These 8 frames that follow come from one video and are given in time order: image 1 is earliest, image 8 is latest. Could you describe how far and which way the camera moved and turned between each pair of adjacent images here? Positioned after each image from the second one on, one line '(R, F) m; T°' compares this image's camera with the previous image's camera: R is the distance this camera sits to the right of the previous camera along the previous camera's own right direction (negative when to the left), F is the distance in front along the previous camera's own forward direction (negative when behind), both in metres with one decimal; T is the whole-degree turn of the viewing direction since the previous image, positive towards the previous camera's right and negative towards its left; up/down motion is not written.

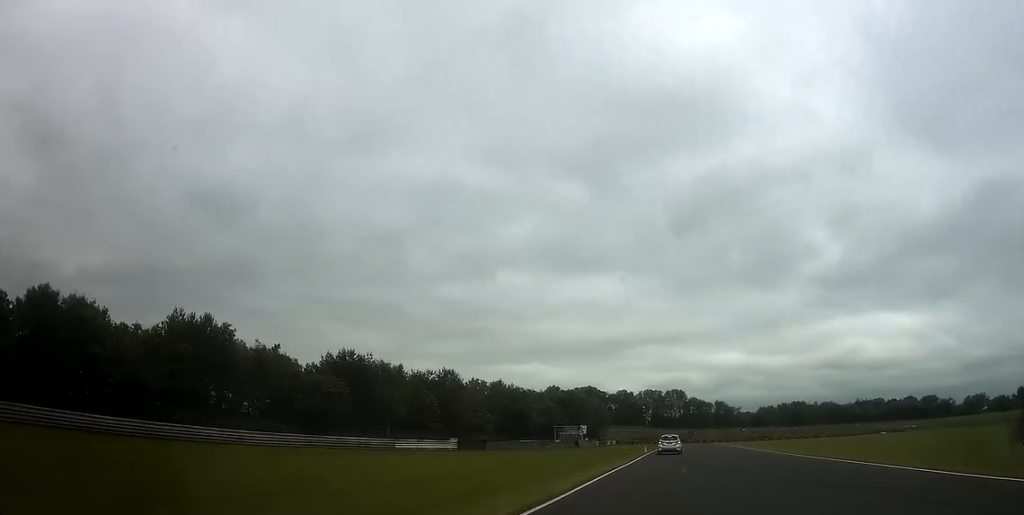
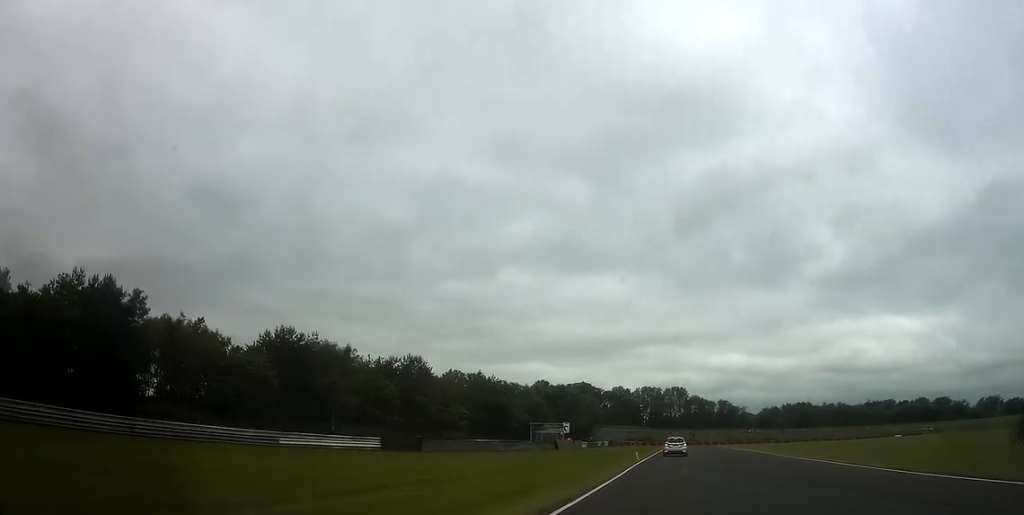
(+0.3, +14.9) m; 0°
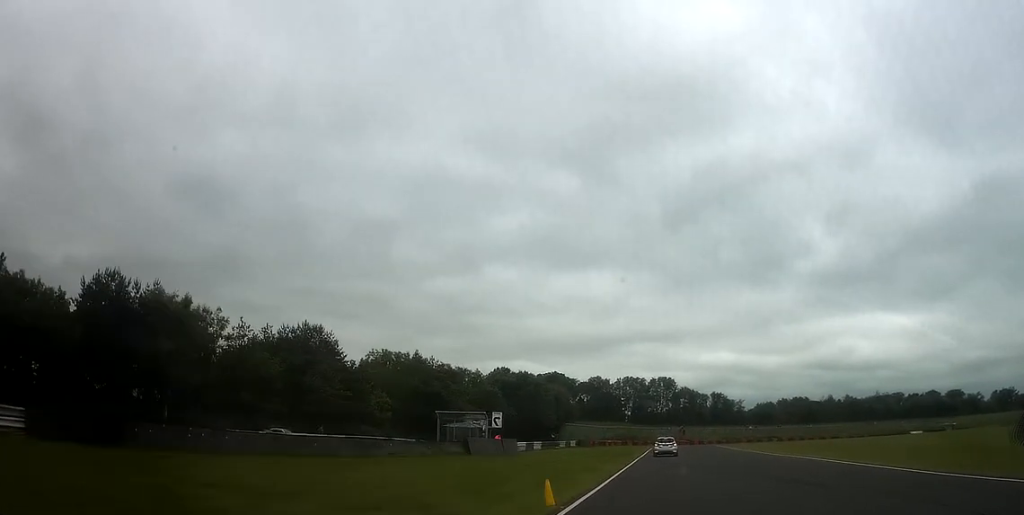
(-0.4, +26.1) m; -1°
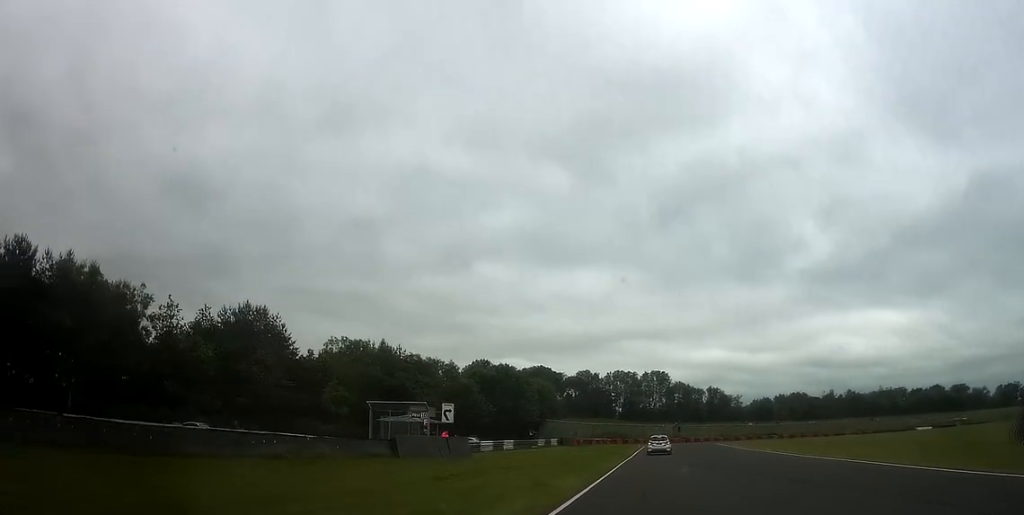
(0.0, +9.6) m; 0°
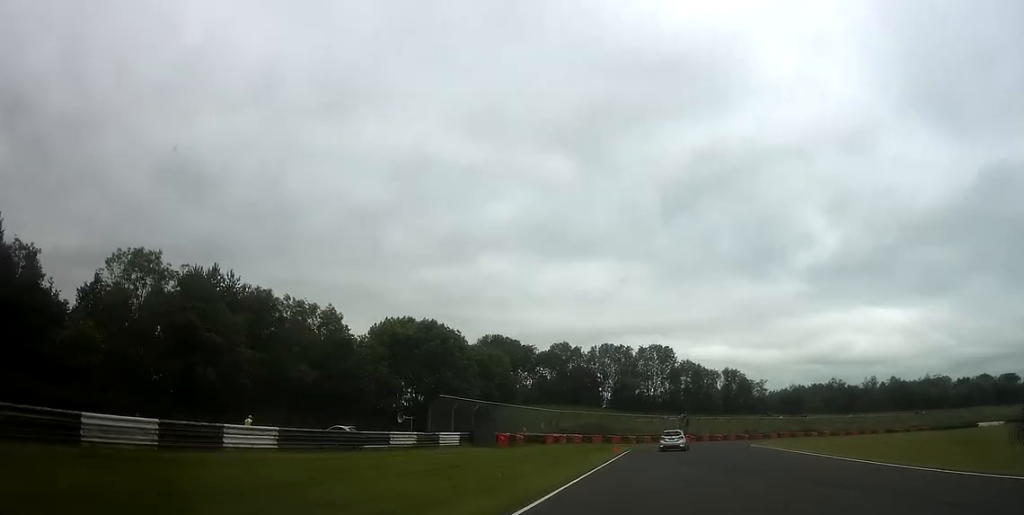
(+0.6, +37.4) m; +3°
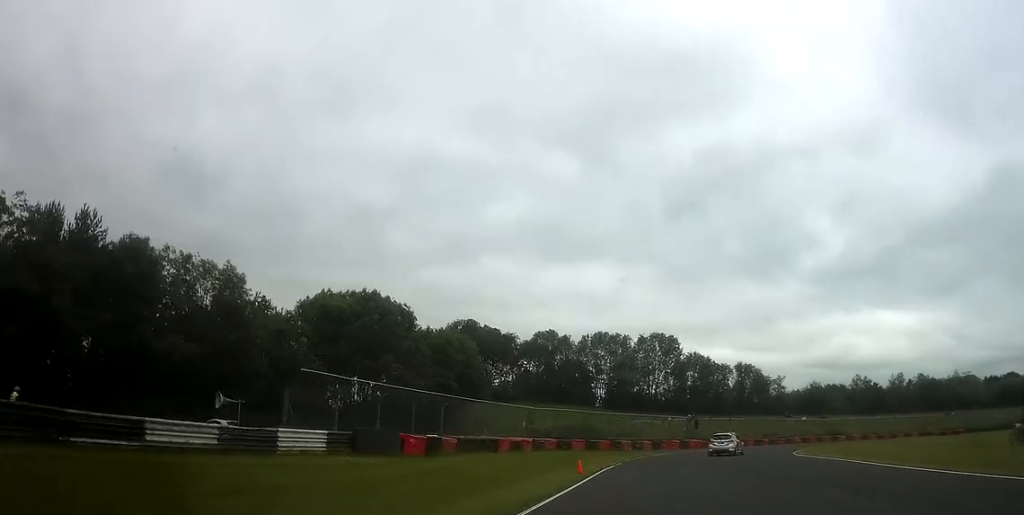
(+0.4, +16.7) m; +3°
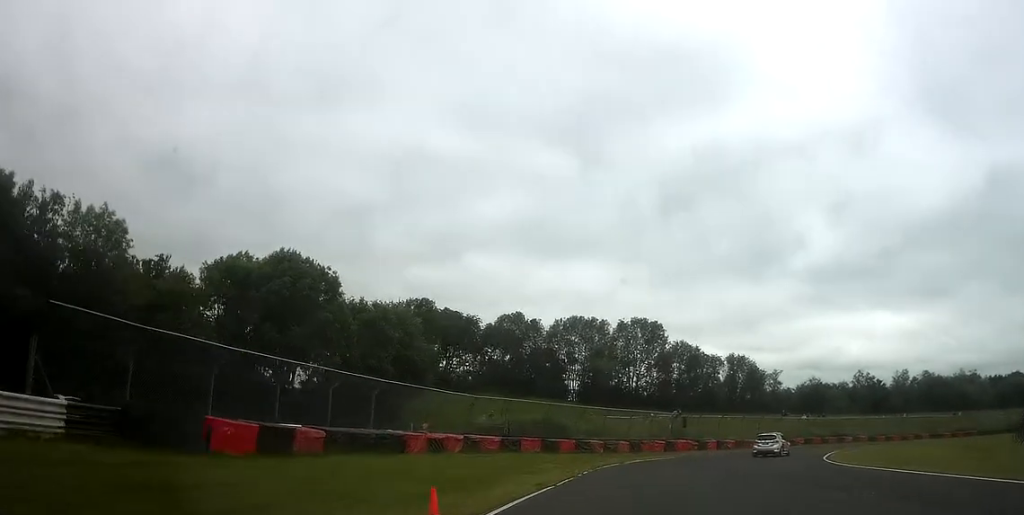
(+0.1, +12.0) m; +3°
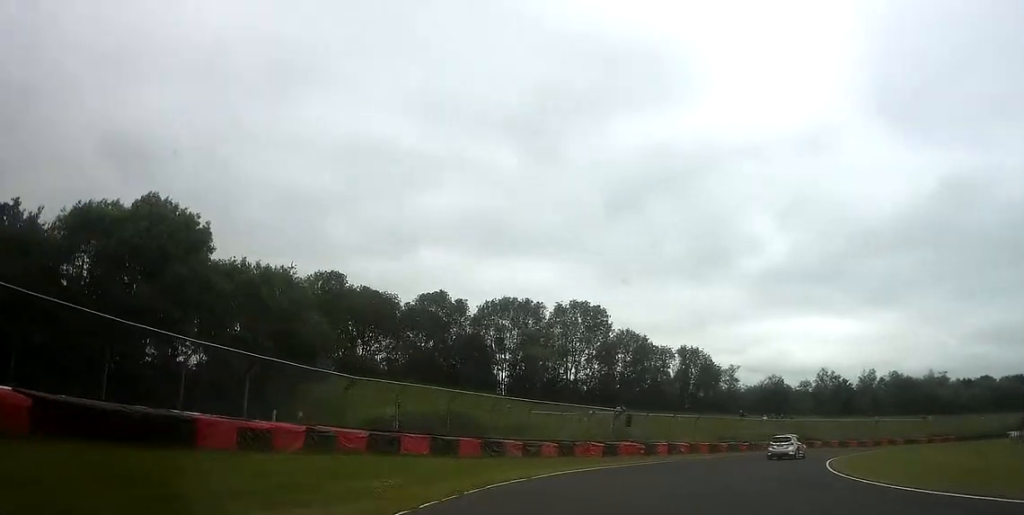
(+0.4, +10.5) m; +4°
